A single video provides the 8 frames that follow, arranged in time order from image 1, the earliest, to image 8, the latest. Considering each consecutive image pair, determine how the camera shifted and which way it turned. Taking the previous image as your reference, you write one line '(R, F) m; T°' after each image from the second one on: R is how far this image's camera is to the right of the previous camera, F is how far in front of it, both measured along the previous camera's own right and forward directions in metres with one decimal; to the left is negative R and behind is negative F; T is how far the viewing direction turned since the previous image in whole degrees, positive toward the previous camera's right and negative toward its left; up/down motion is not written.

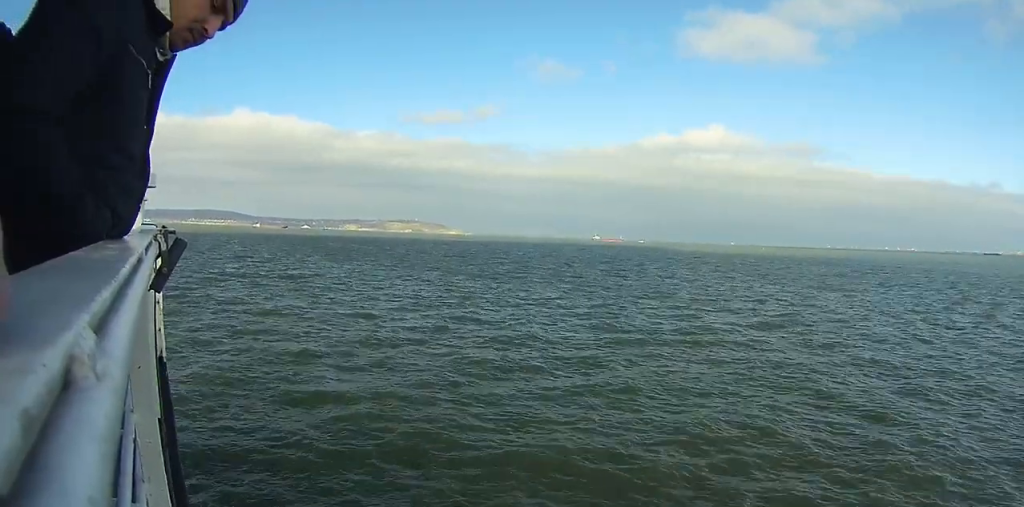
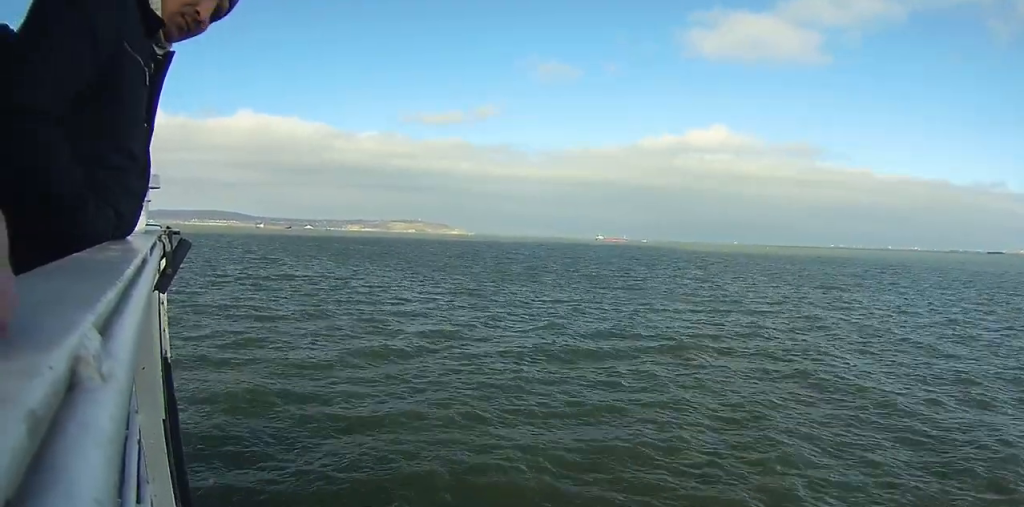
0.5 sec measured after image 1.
(-0.1, +2.0) m; 0°
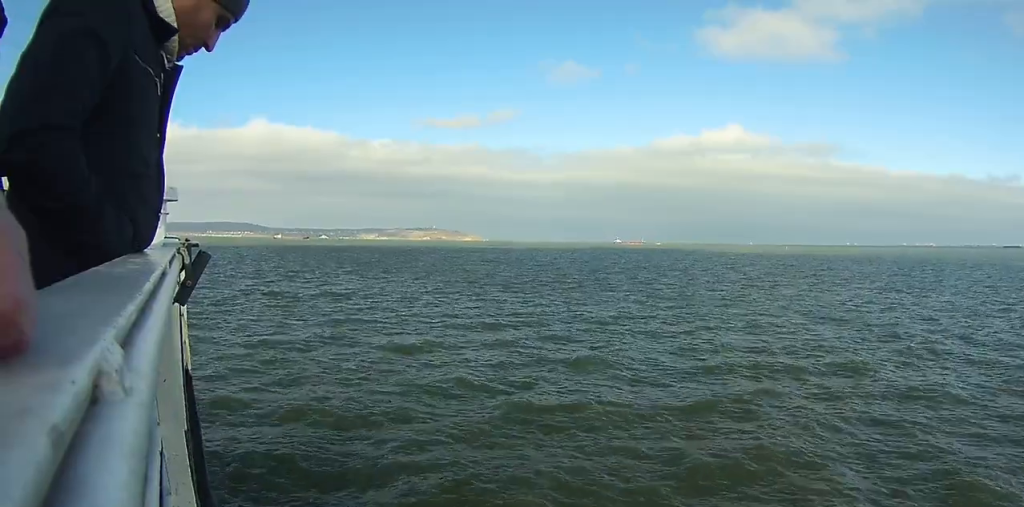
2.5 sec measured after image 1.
(+0.2, +7.8) m; +2°
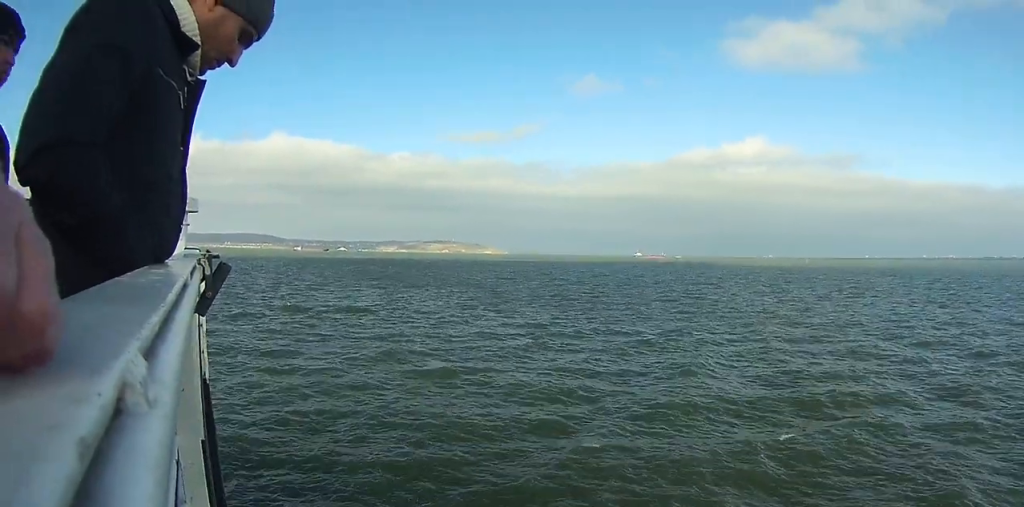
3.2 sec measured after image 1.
(0.0, +2.8) m; -1°
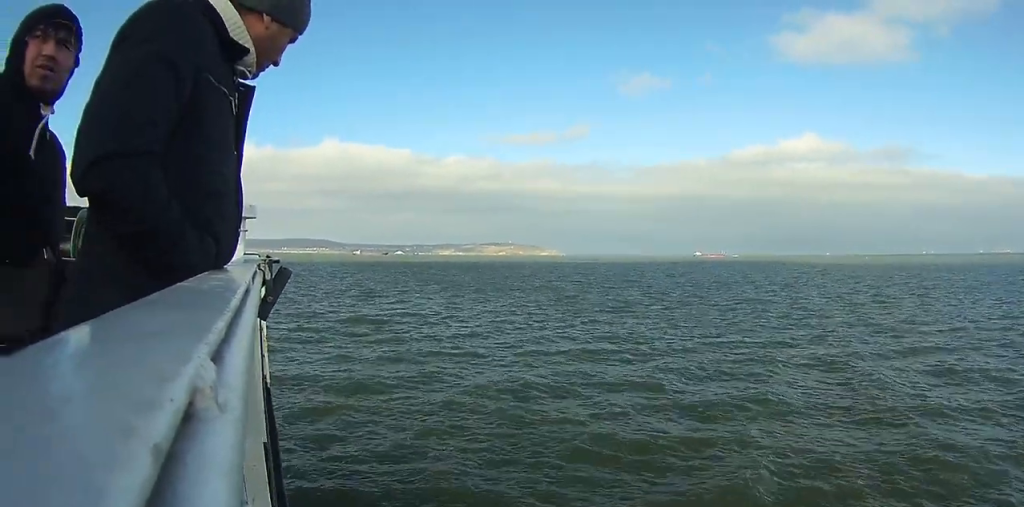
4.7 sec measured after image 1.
(-0.1, +5.5) m; -1°
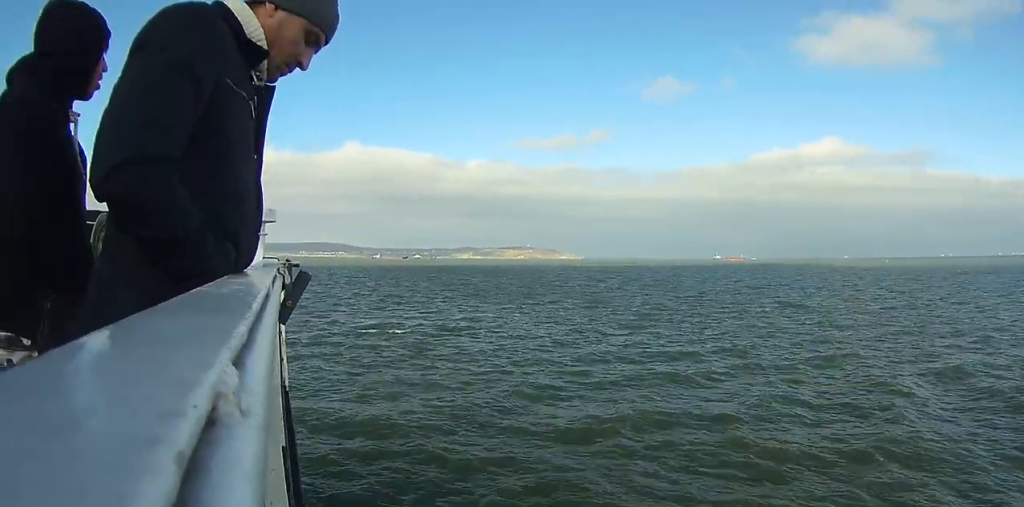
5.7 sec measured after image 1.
(0.0, +3.9) m; -1°
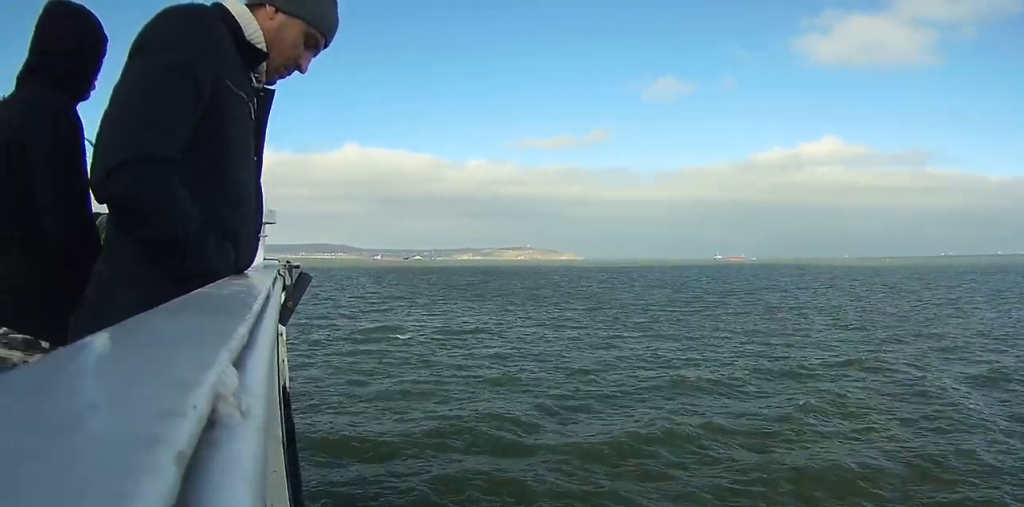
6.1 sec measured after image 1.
(0.0, +1.6) m; 0°
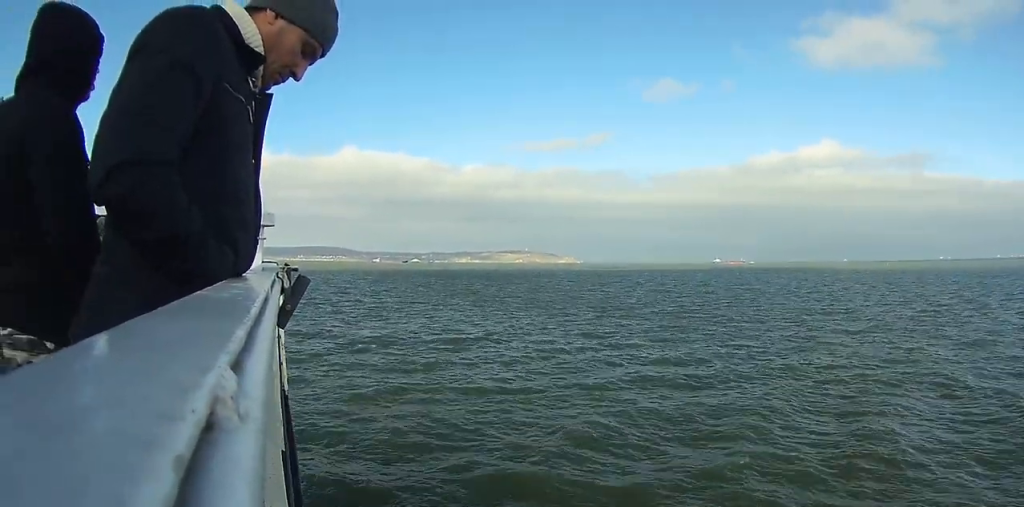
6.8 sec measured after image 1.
(0.0, +2.6) m; 0°
